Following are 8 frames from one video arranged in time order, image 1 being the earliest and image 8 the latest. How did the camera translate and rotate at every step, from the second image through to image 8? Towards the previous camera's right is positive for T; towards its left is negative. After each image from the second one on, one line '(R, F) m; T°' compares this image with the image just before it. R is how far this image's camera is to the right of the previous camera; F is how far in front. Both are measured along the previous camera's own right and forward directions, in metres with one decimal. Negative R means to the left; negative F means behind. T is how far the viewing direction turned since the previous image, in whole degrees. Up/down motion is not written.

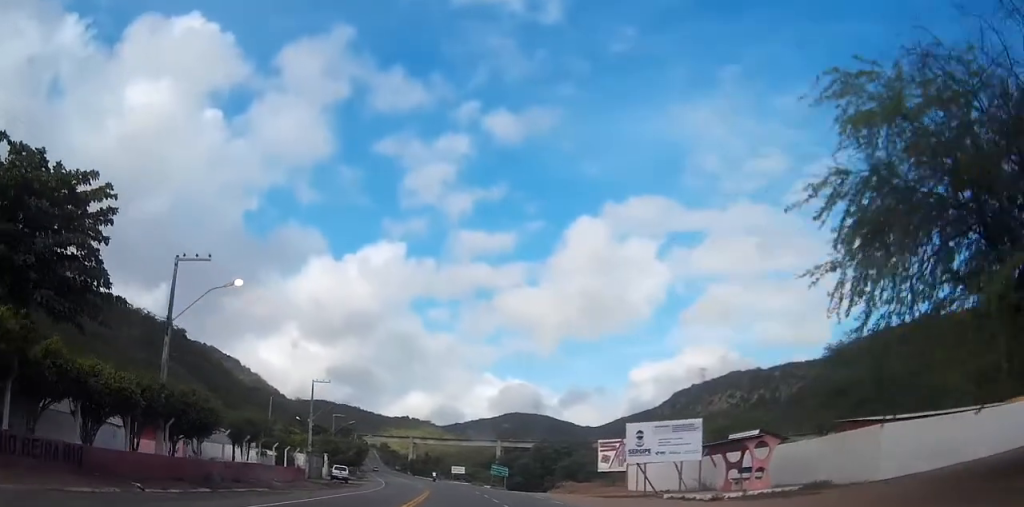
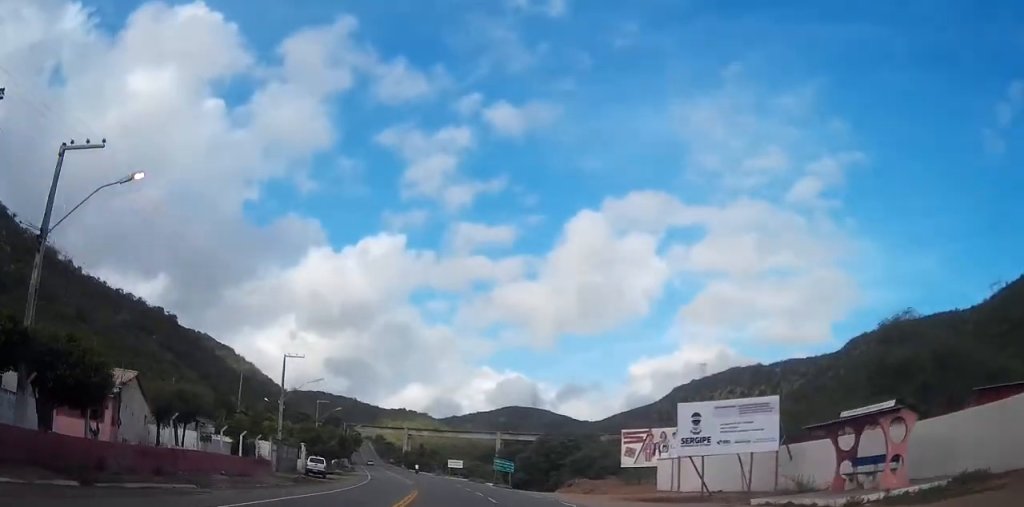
(0.0, +11.4) m; 0°
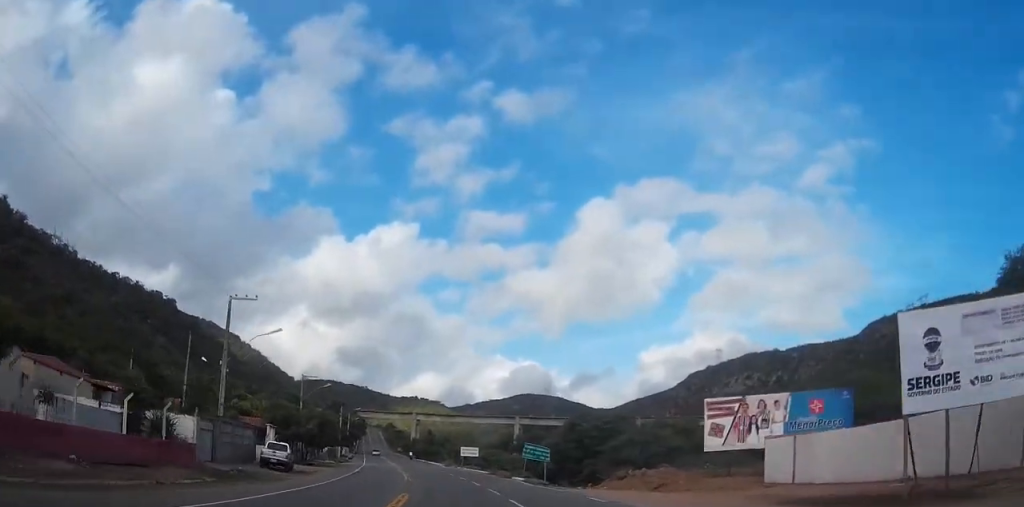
(+0.3, +18.3) m; +2°
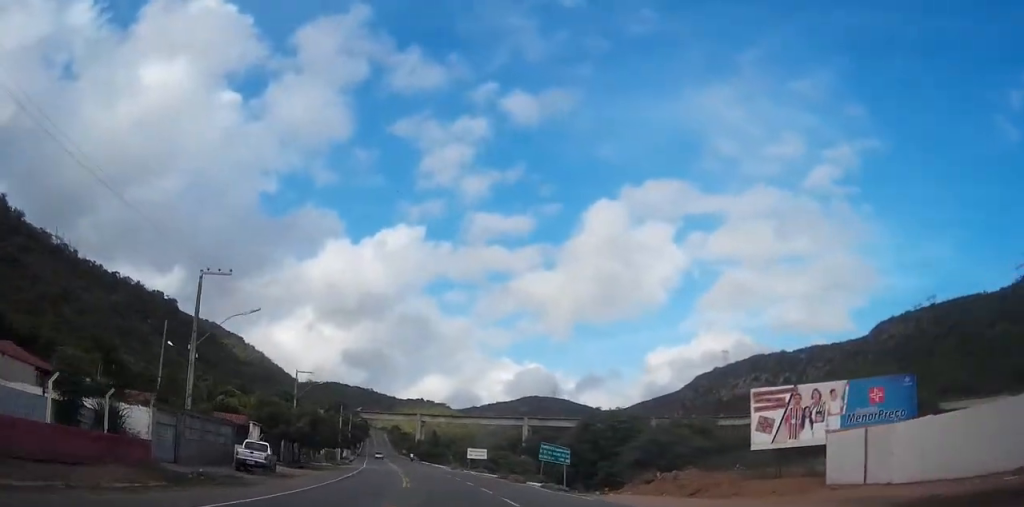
(+0.1, +6.3) m; +1°
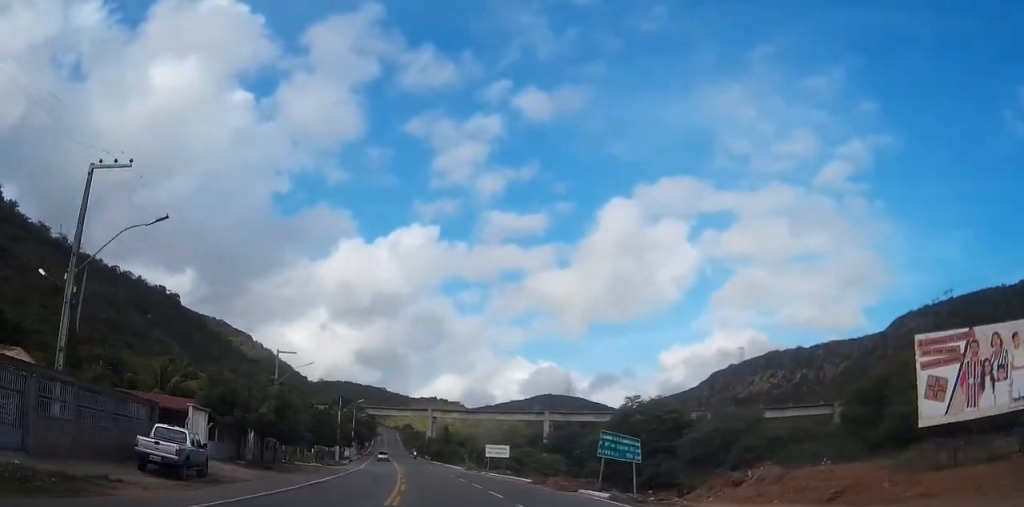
(0.0, +14.2) m; -1°
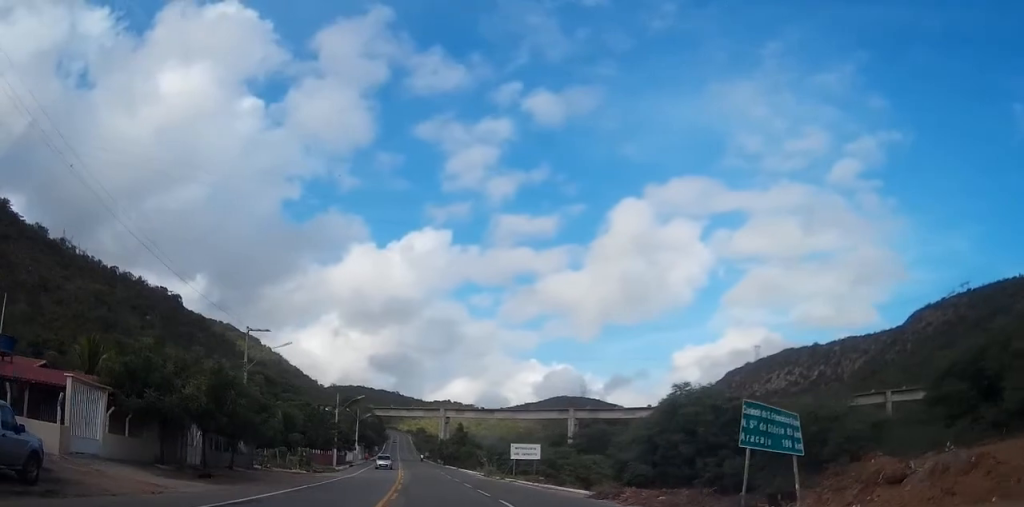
(-0.2, +13.5) m; -1°
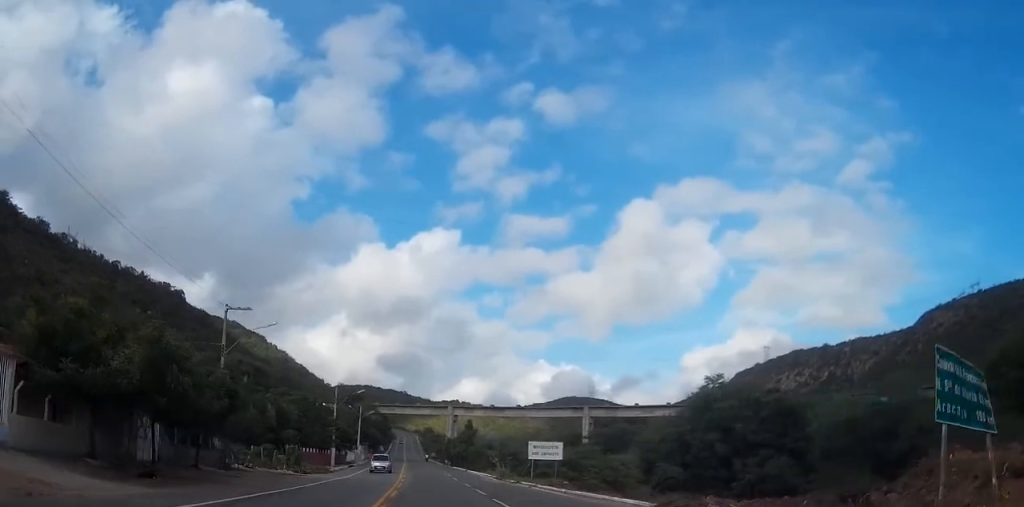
(0.0, +6.8) m; -1°
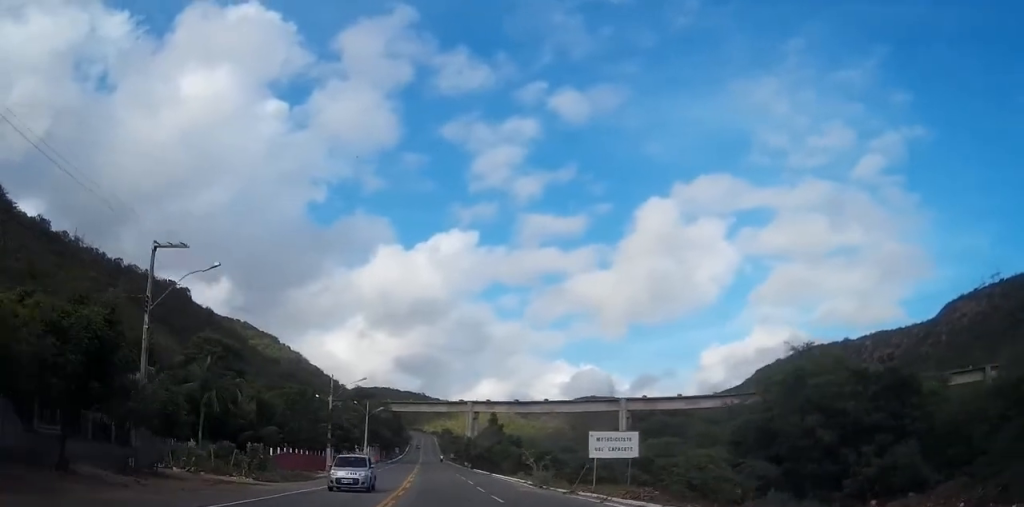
(-0.2, +13.9) m; -1°
